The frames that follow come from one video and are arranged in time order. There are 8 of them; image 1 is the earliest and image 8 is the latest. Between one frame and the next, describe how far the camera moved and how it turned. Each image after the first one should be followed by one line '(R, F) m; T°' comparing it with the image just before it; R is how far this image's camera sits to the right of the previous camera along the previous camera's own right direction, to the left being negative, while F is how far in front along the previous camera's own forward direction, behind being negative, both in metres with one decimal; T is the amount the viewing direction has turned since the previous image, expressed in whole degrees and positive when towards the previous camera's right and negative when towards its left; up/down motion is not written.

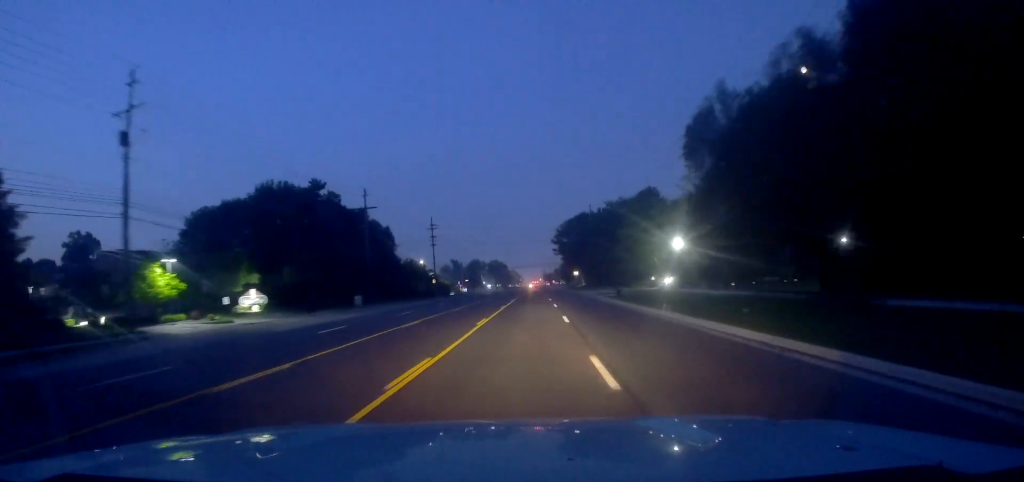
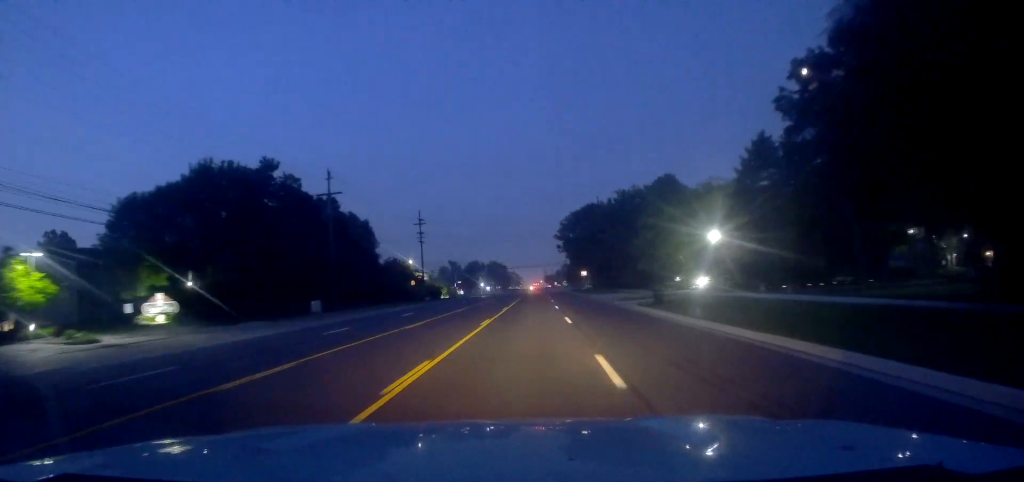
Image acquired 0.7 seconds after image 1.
(-0.2, +15.1) m; 0°
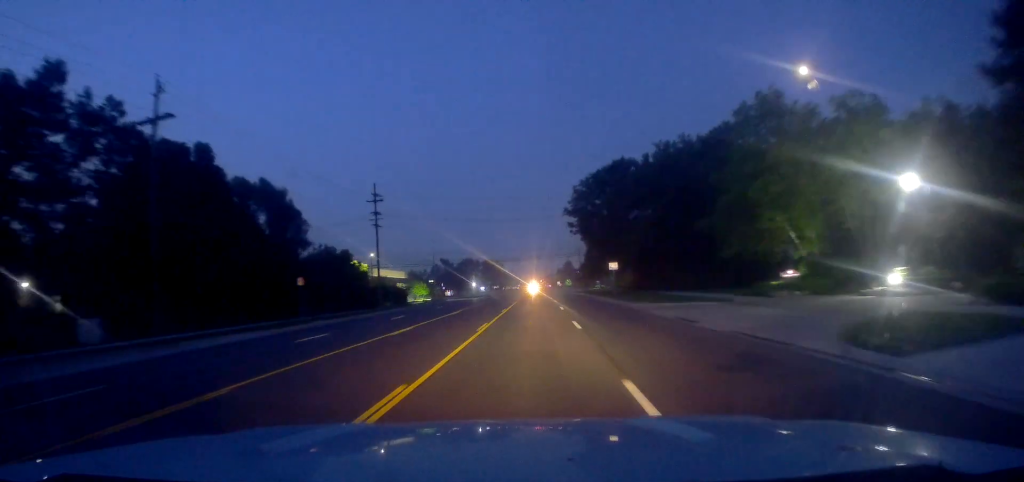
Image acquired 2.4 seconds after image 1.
(+1.0, +33.5) m; +2°
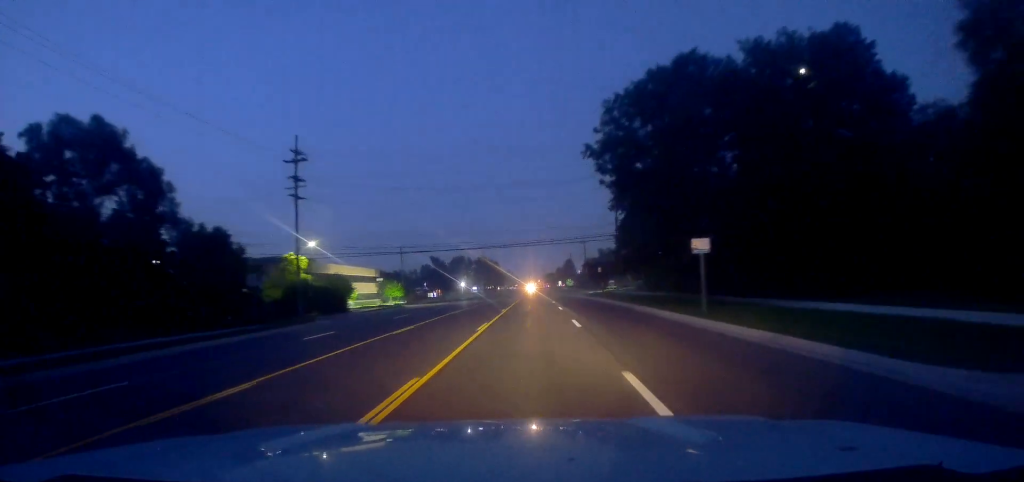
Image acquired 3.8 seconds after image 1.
(-0.9, +29.3) m; -1°
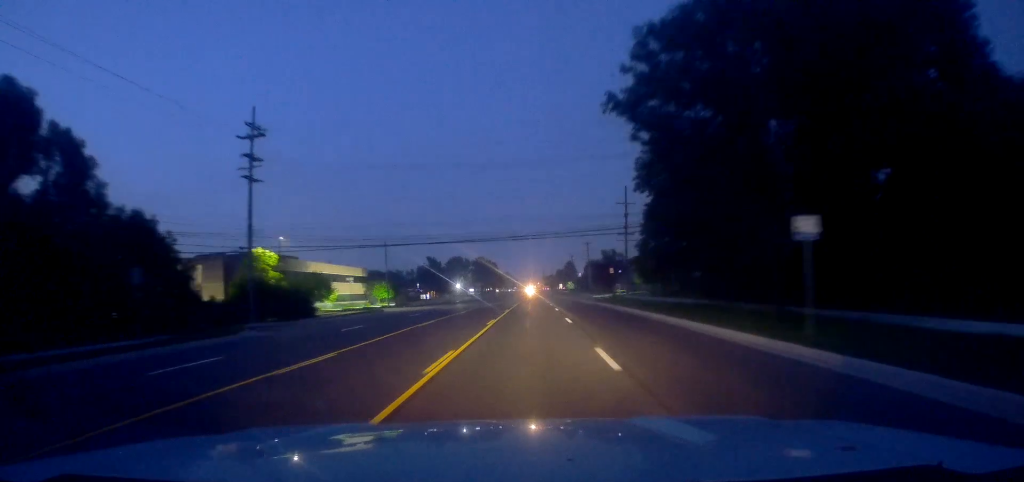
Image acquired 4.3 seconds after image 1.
(-0.3, +10.3) m; +1°
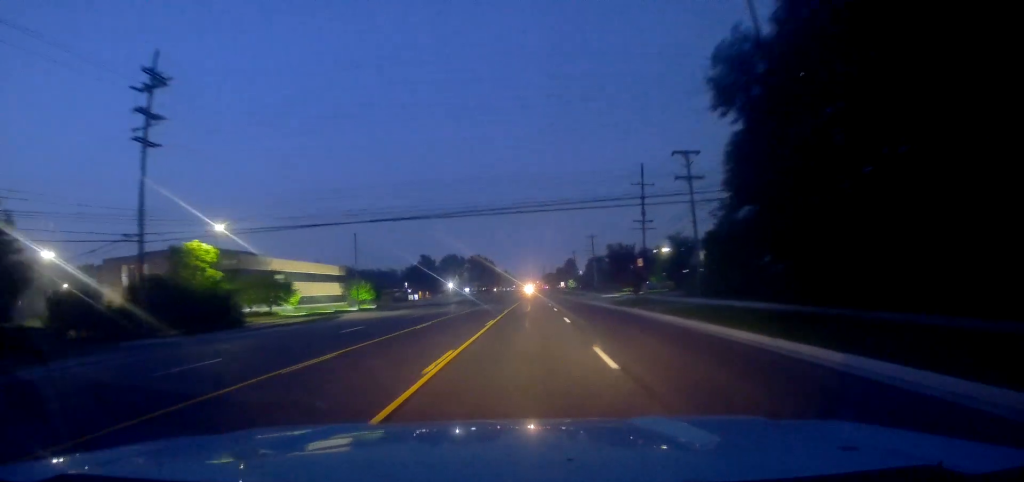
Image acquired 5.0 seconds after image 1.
(+0.6, +15.0) m; 0°
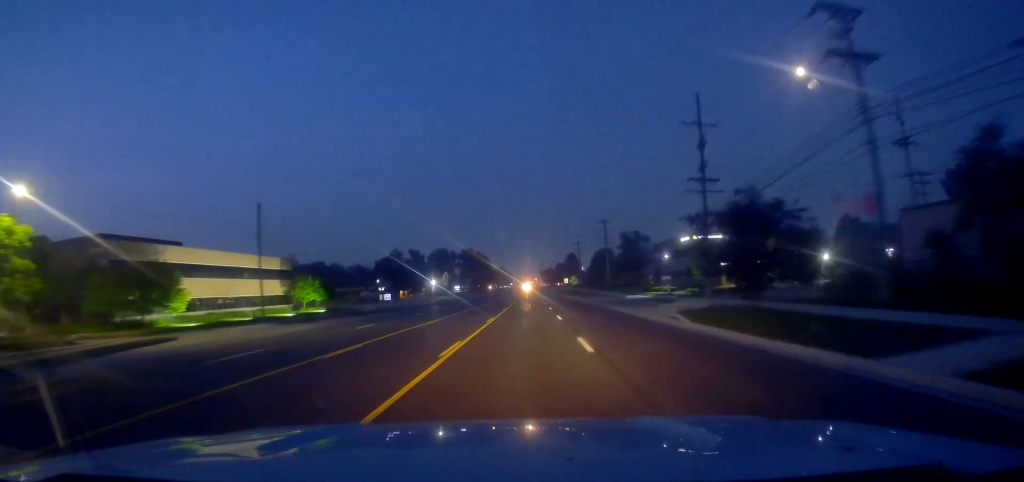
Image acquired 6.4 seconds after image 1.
(-0.5, +27.3) m; 0°
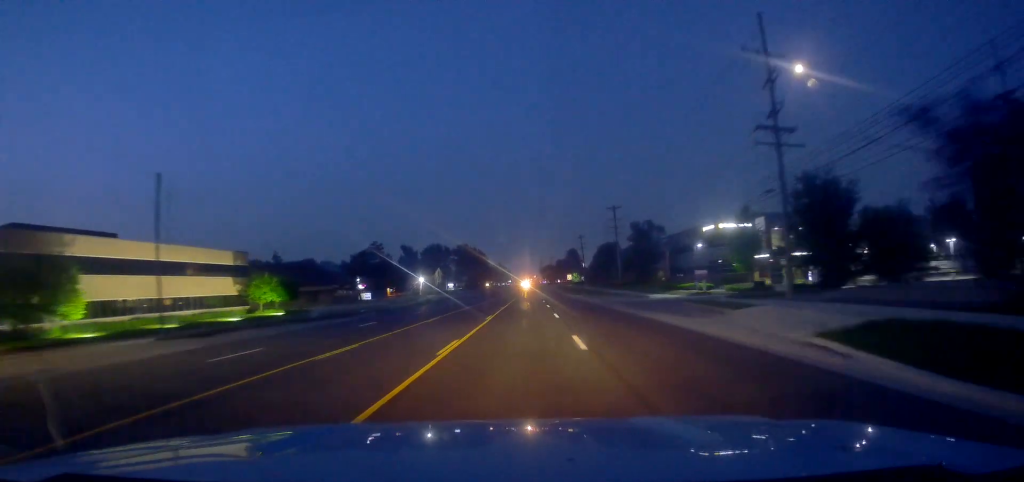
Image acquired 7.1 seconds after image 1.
(+0.5, +14.9) m; +2°
